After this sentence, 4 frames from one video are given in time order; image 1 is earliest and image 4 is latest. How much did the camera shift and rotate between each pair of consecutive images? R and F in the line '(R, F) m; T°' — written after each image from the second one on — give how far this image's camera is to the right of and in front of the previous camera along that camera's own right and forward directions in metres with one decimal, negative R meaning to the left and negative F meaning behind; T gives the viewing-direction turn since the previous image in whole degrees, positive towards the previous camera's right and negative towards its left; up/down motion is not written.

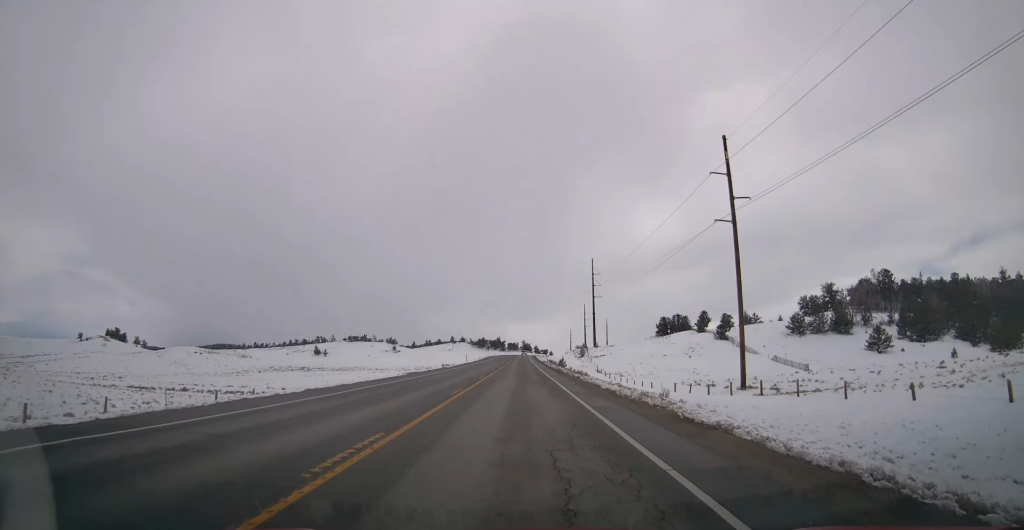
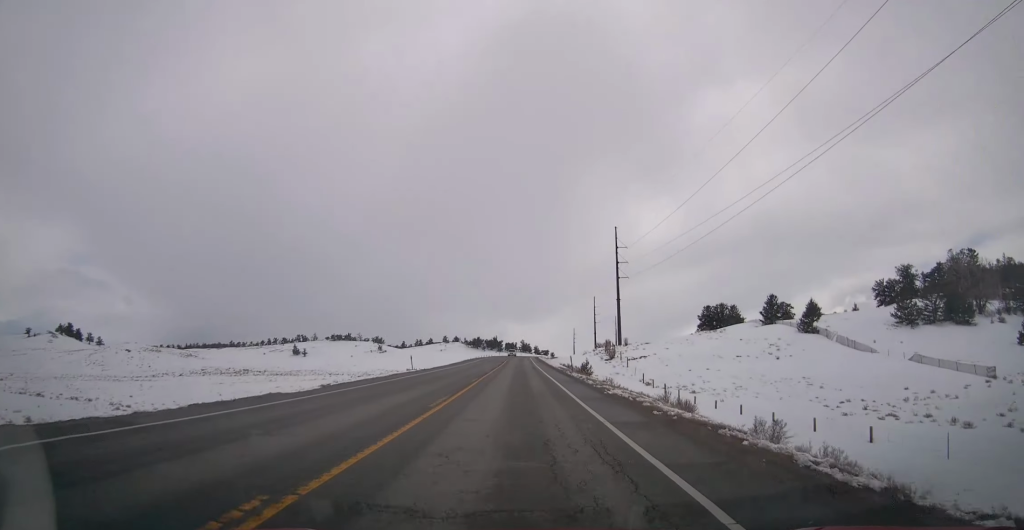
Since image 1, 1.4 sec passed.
(-0.2, +40.8) m; +1°
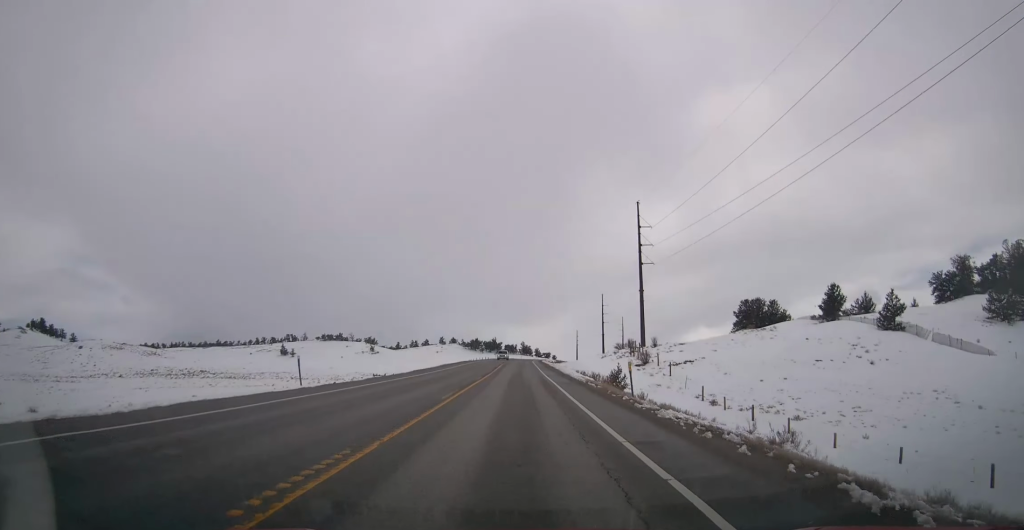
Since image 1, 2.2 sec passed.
(+0.4, +22.2) m; 0°
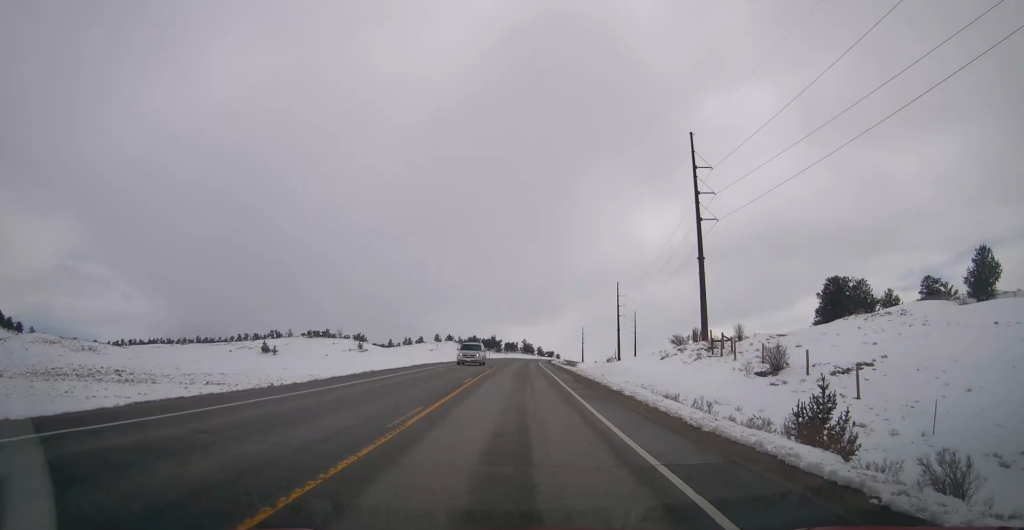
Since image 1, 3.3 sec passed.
(-0.4, +30.4) m; -1°
